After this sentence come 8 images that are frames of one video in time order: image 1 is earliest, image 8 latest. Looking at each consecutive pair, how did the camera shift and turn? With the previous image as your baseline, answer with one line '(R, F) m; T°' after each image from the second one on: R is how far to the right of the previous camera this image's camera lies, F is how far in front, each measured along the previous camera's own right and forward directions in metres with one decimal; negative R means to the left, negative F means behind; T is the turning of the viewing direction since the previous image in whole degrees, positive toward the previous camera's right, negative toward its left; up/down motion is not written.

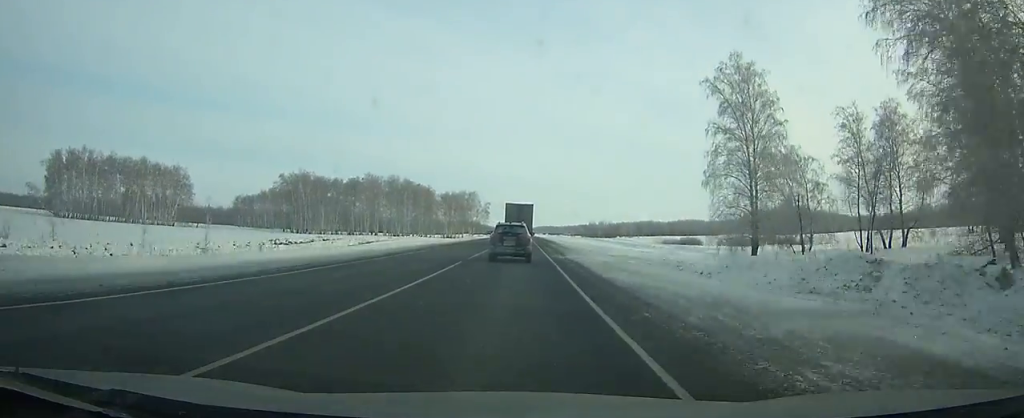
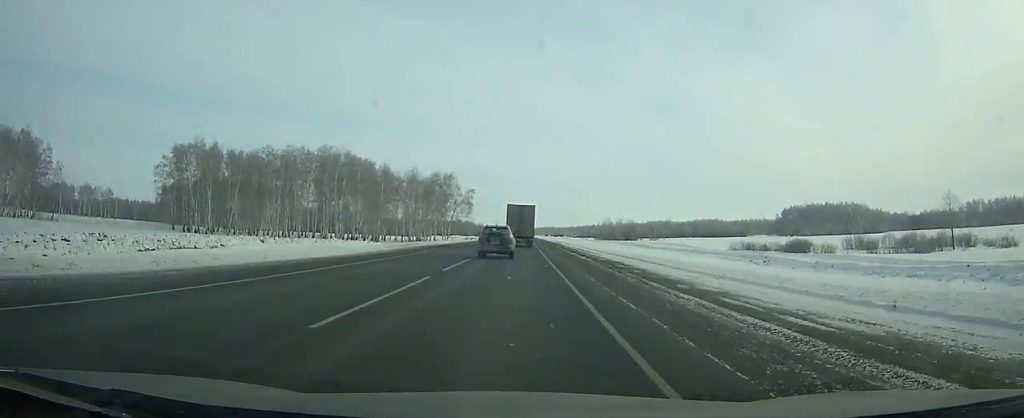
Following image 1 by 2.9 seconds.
(+0.2, +67.9) m; 0°
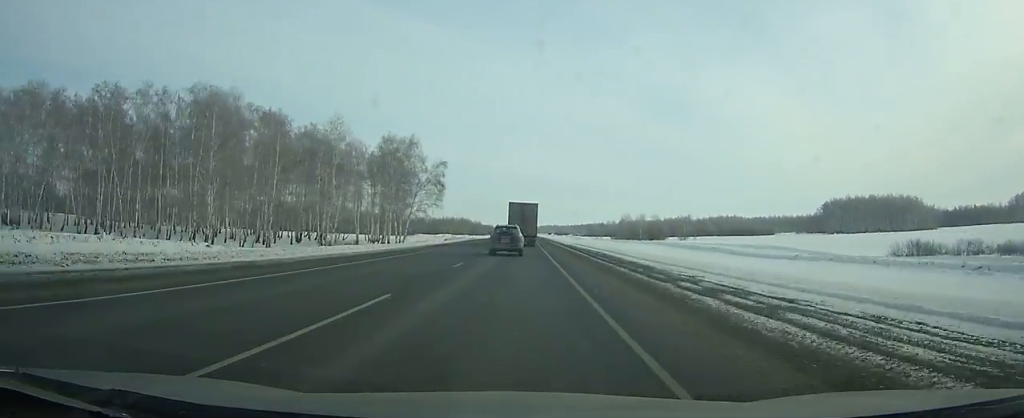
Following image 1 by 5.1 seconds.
(-0.2, +51.1) m; 0°
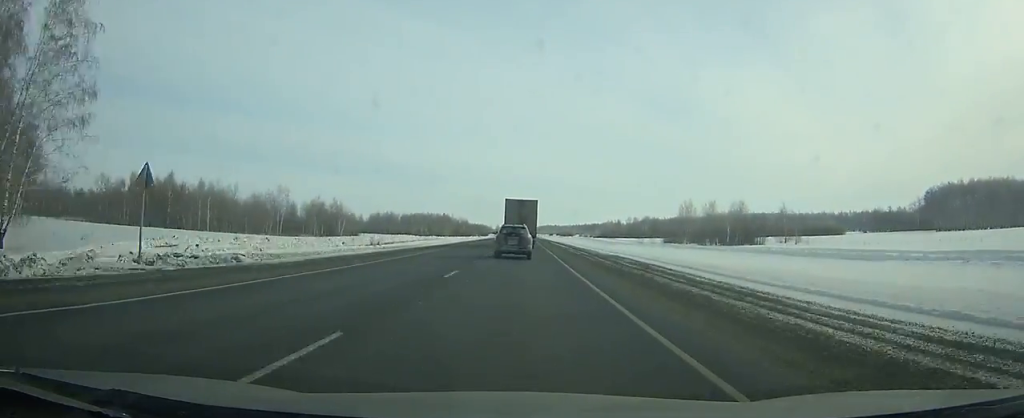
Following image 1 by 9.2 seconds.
(-0.3, +98.8) m; 0°
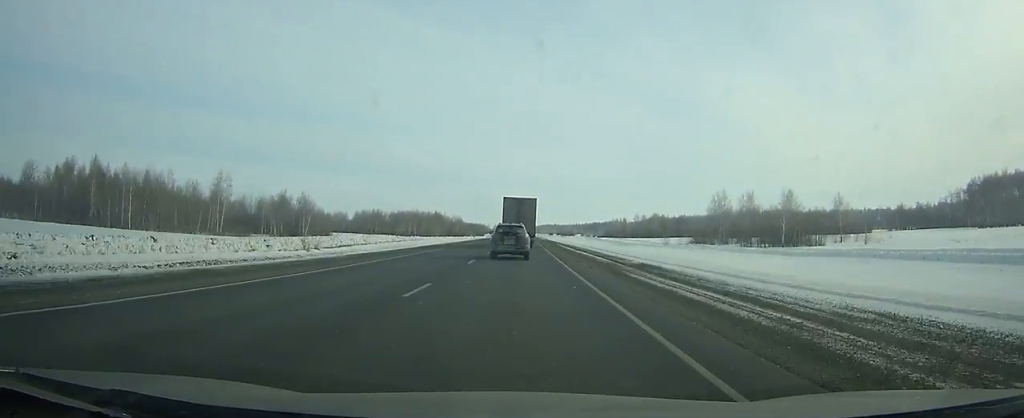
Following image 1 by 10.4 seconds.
(0.0, +29.3) m; 0°
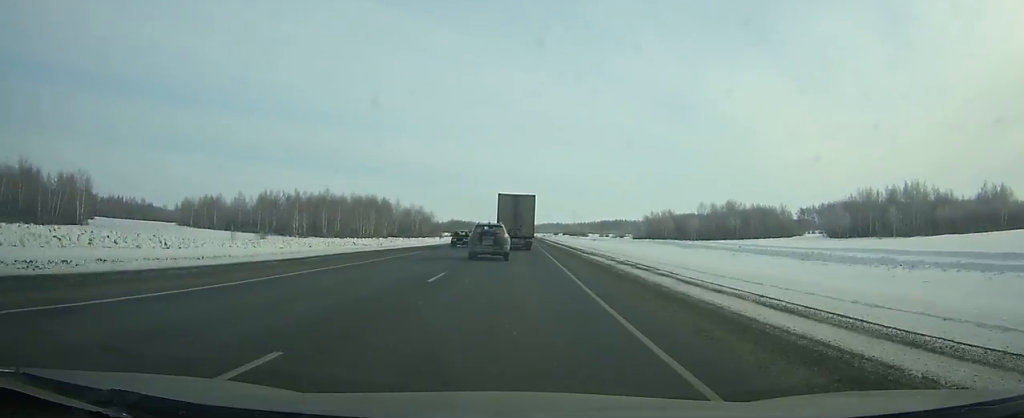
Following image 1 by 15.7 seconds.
(+0.1, +132.1) m; 0°
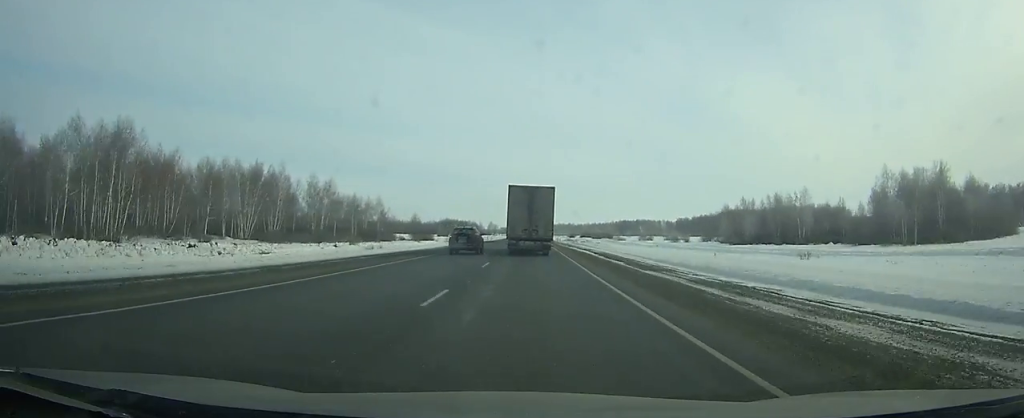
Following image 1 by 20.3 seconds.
(-0.4, +112.0) m; 0°
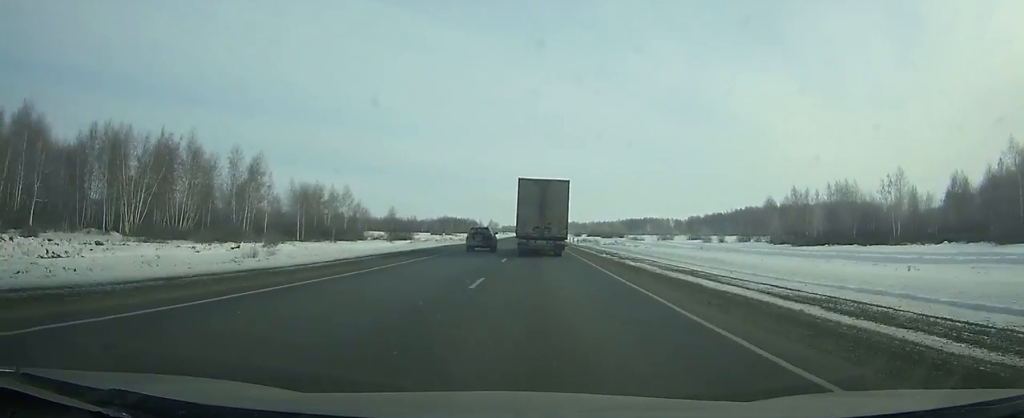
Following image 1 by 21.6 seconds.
(0.0, +30.9) m; 0°
